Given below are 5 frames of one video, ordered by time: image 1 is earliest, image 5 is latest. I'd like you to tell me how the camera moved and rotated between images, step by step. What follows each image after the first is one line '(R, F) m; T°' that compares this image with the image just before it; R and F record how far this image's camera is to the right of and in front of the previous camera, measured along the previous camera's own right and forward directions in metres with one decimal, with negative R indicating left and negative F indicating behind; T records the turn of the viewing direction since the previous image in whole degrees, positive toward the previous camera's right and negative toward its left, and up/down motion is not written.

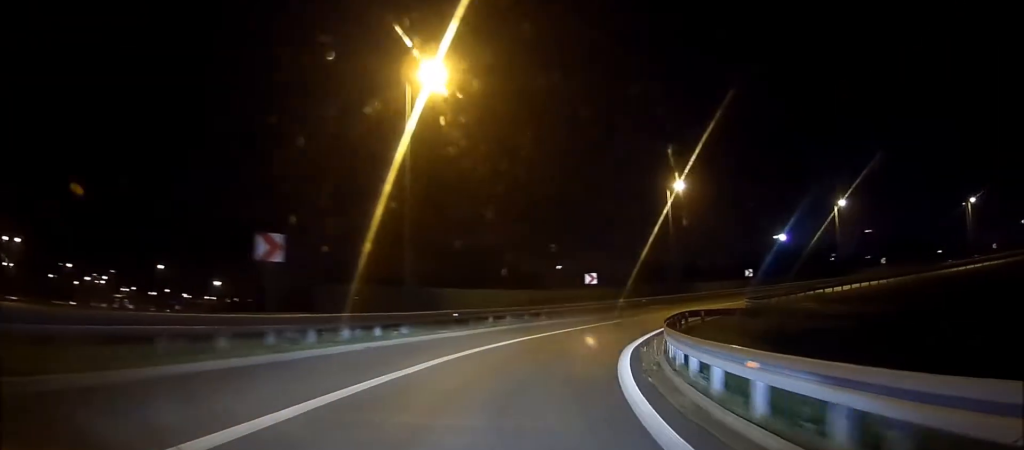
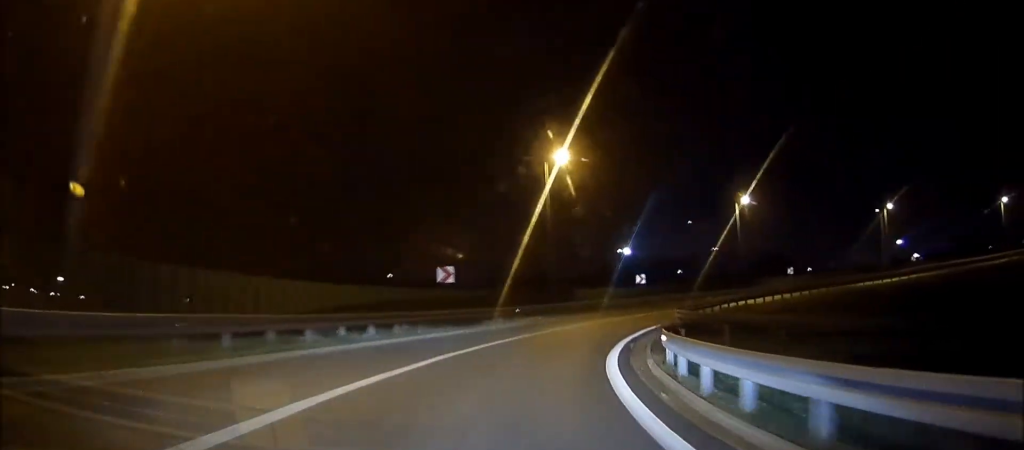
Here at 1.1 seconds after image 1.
(+1.6, +14.7) m; +13°
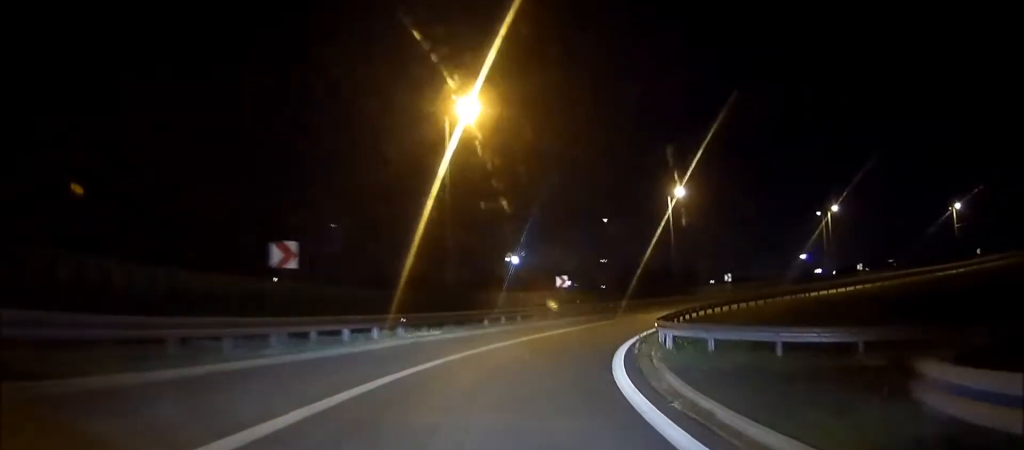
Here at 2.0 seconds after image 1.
(+1.0, +11.8) m; +12°
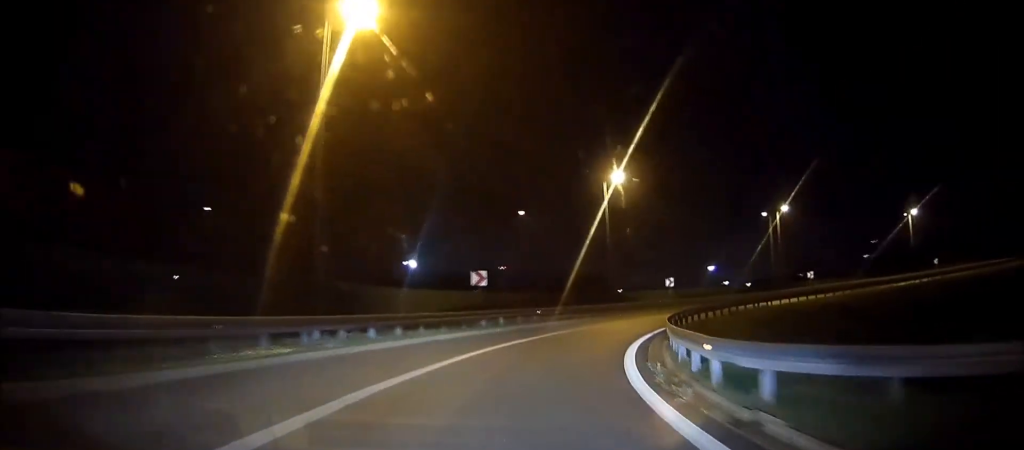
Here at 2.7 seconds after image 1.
(+1.5, +10.5) m; +7°
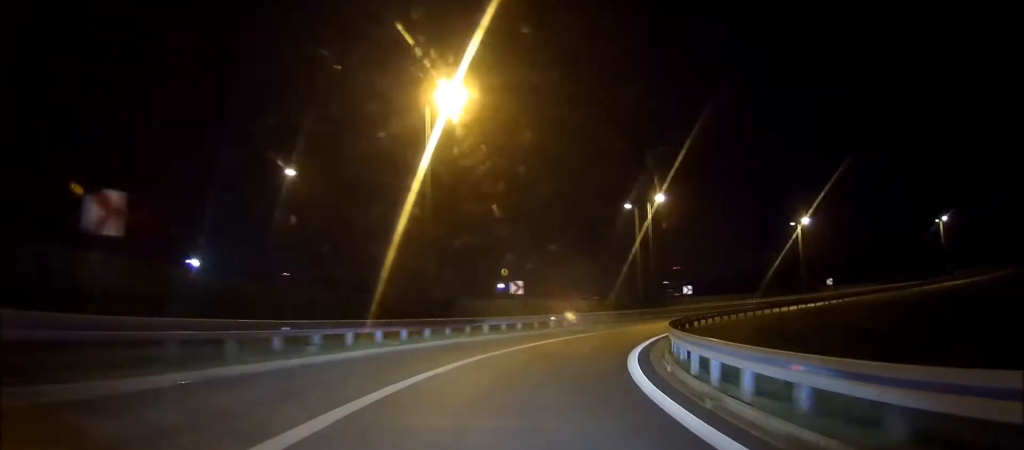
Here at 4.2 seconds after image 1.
(+1.9, +20.2) m; +15°
